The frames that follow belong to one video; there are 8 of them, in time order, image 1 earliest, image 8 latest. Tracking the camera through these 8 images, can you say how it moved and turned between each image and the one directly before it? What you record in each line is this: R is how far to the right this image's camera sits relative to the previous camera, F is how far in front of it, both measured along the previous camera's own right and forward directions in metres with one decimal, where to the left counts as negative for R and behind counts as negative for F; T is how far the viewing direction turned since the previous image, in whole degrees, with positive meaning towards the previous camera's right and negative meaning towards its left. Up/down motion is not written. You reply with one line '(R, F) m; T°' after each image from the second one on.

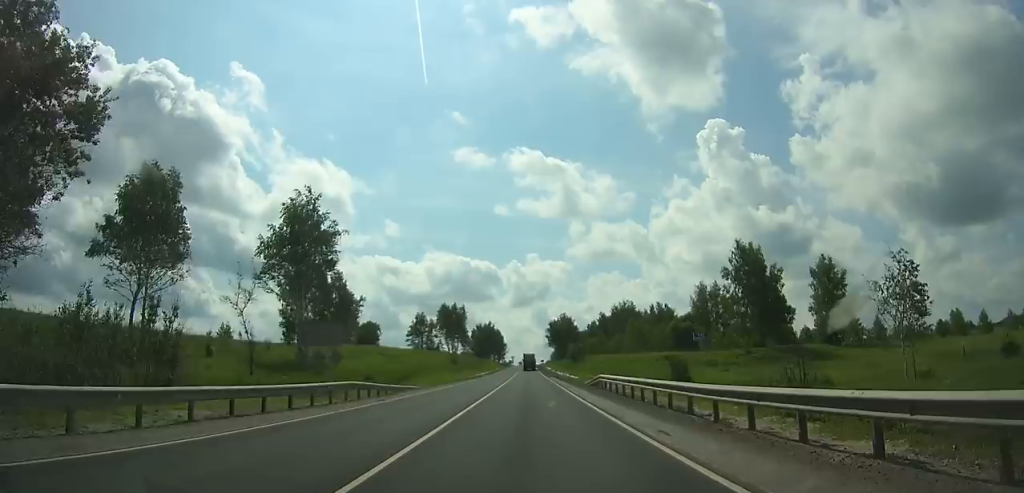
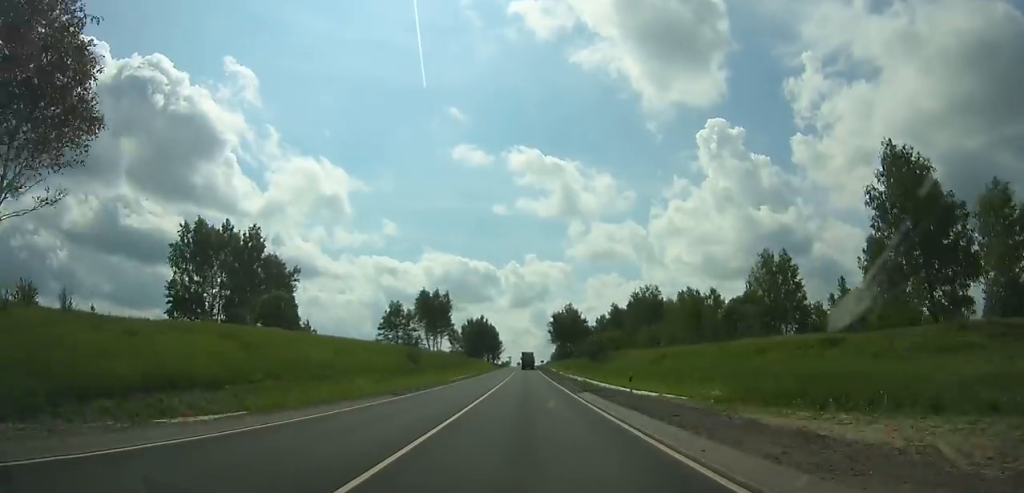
(0.0, +38.1) m; 0°
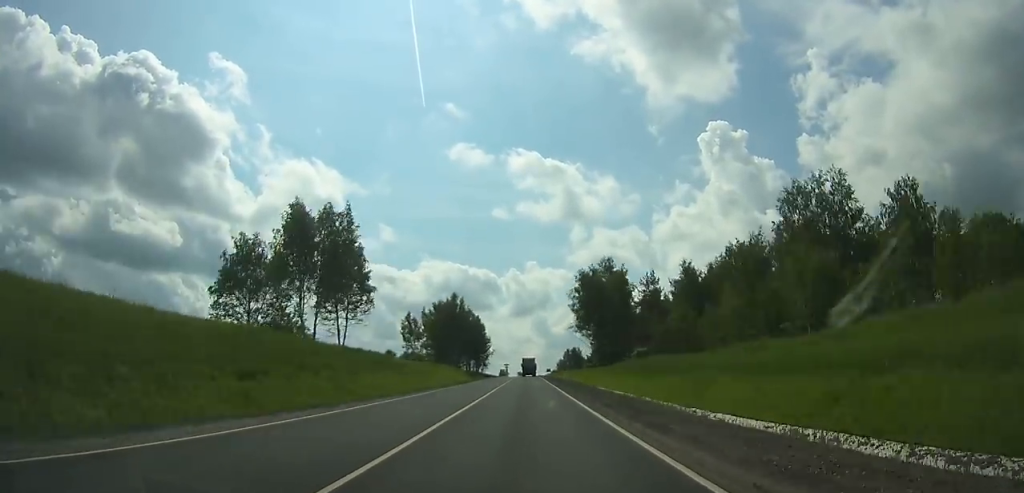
(0.0, +92.9) m; 0°
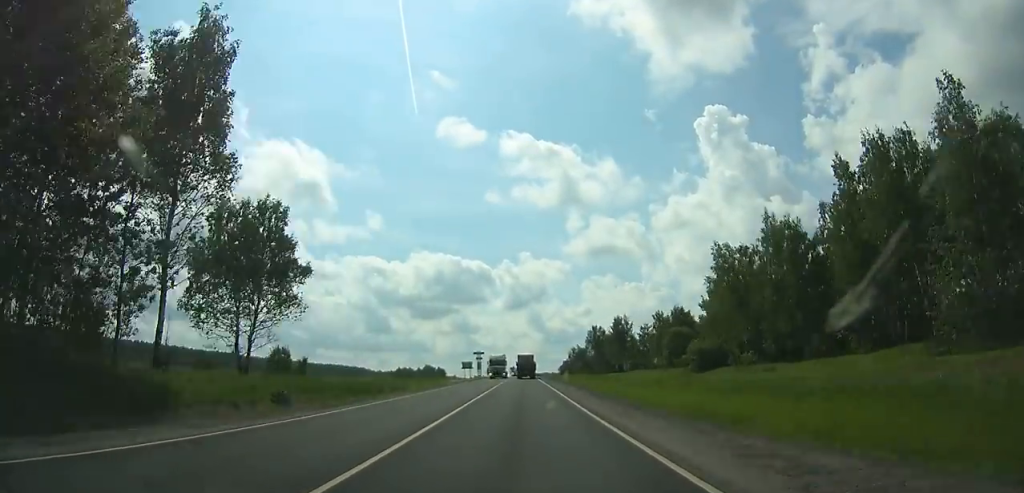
(-0.1, +159.4) m; 0°
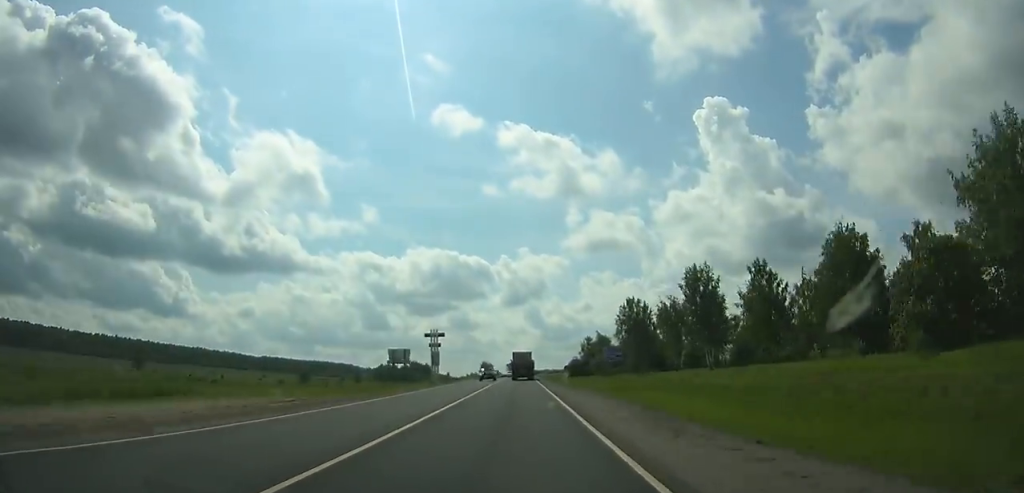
(0.0, +68.3) m; 0°
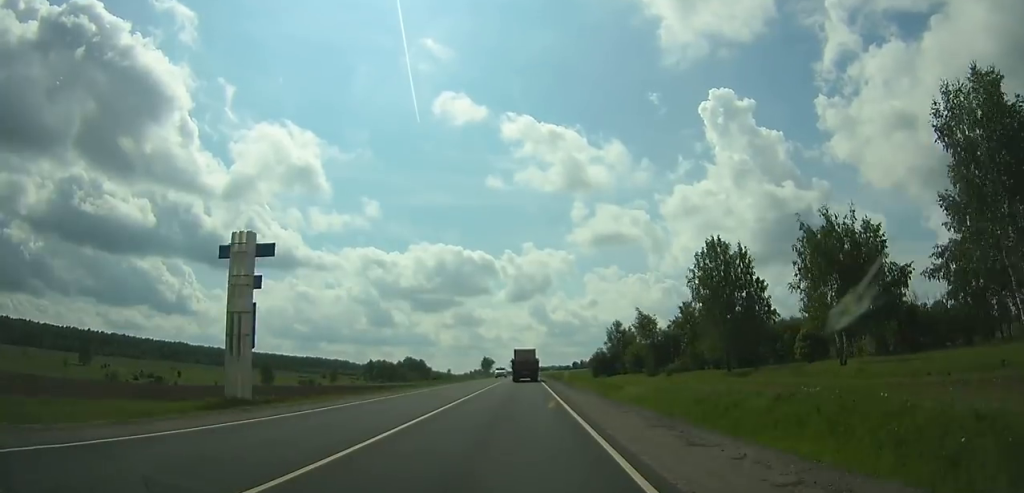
(0.0, +53.0) m; 0°
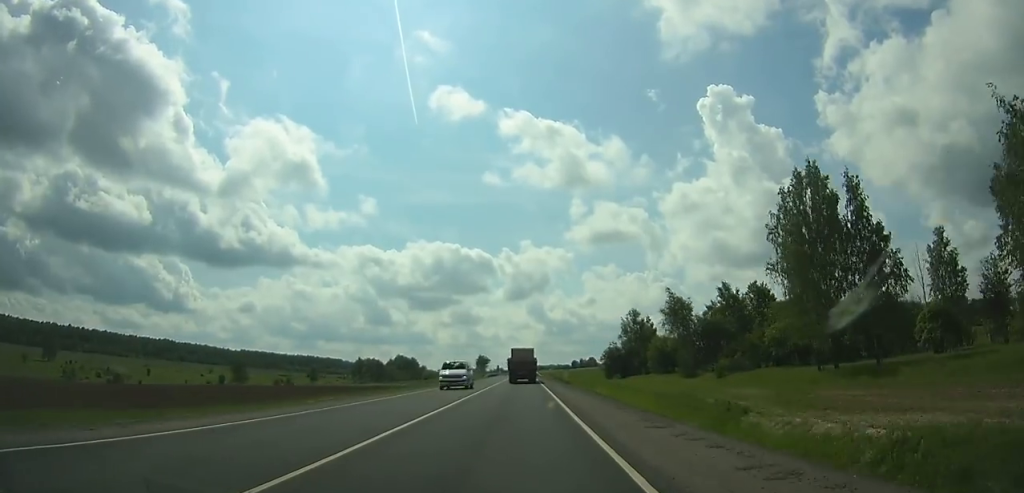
(0.0, +27.2) m; 0°
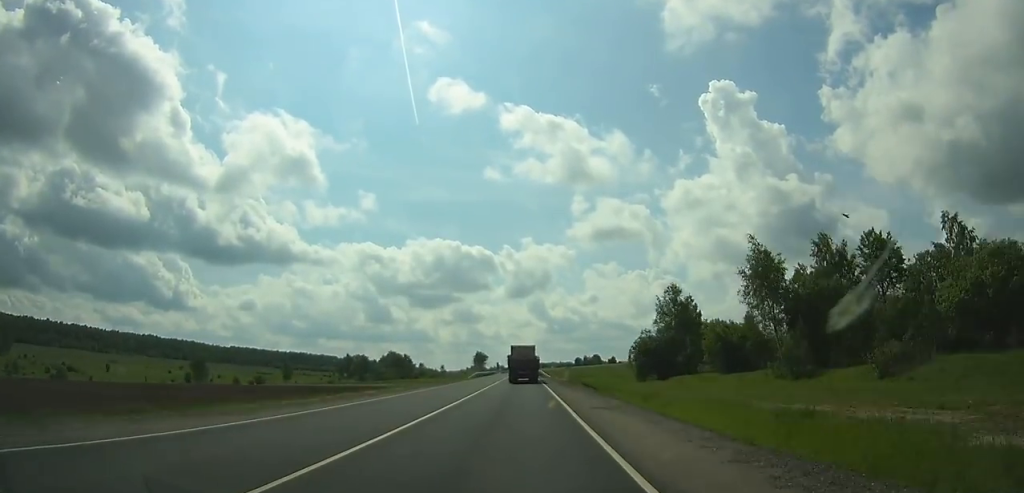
(+0.1, +34.1) m; 0°
